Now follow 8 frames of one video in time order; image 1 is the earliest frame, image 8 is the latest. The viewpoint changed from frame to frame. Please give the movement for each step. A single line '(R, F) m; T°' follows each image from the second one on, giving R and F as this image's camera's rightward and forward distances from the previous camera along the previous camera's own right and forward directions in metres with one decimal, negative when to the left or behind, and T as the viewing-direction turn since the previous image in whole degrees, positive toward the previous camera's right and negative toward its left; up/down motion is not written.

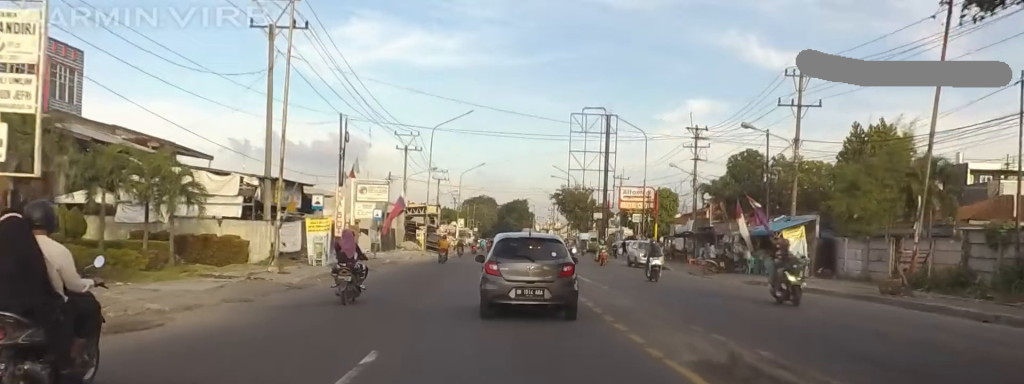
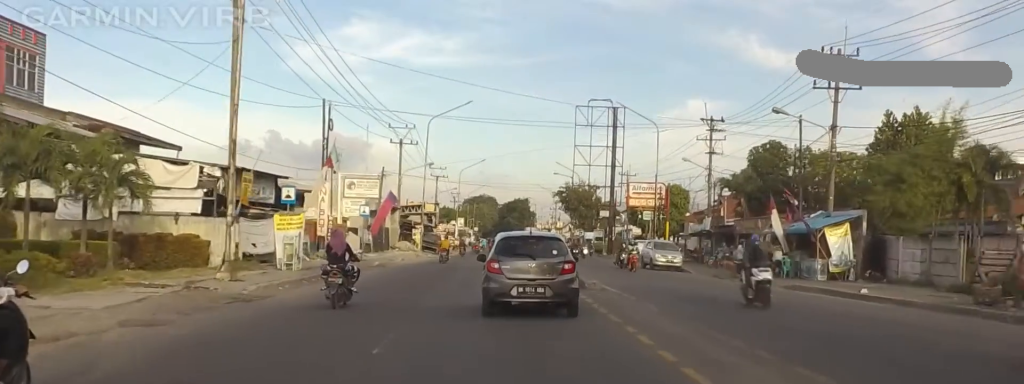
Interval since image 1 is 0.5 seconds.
(+0.8, +5.1) m; 0°
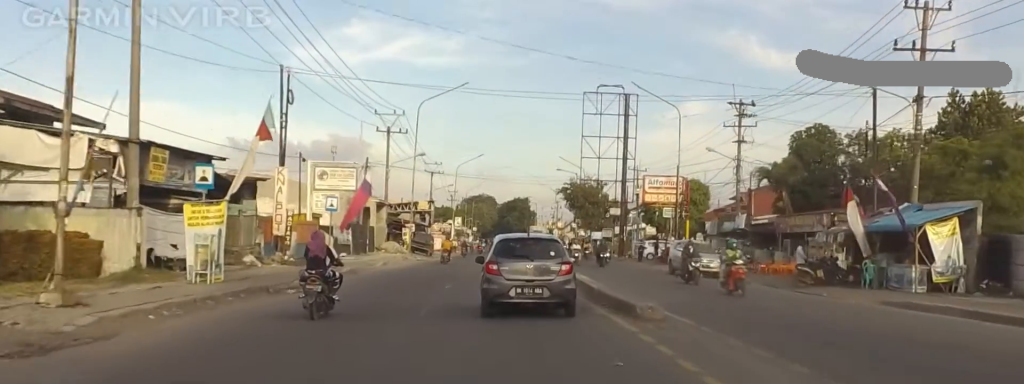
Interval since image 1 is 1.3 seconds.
(-0.6, +8.6) m; -5°
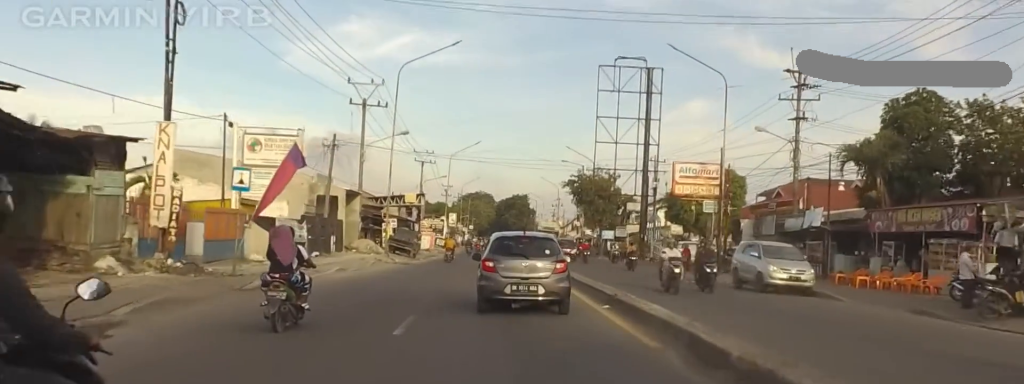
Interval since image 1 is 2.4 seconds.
(-0.7, +12.5) m; -3°
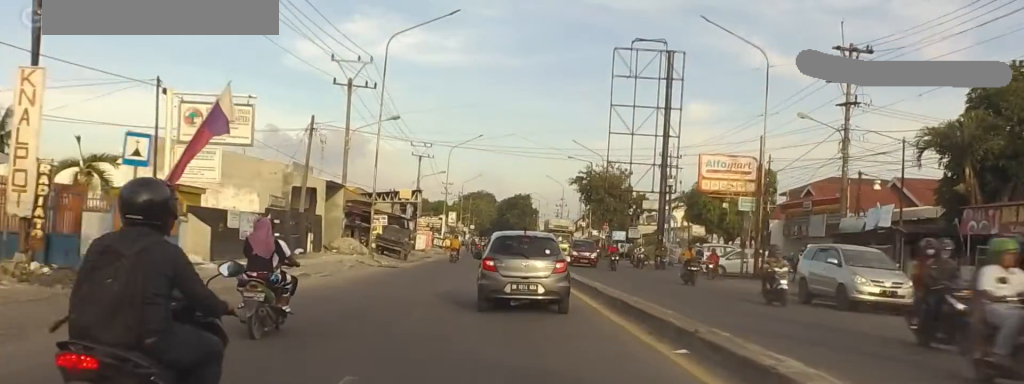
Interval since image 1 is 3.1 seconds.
(0.0, +6.9) m; 0°
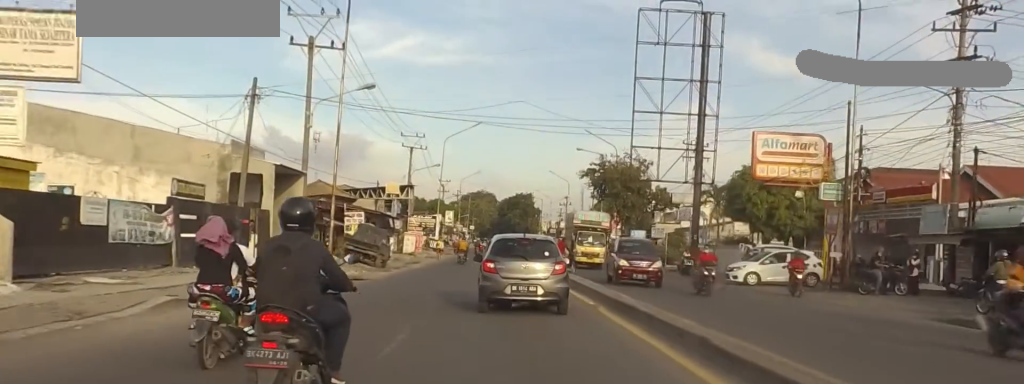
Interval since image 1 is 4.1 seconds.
(0.0, +11.0) m; 0°
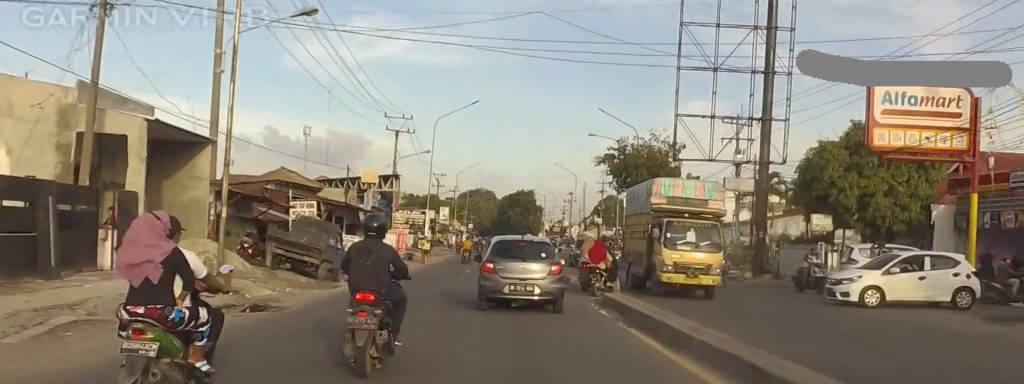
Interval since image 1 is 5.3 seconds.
(0.0, +13.9) m; 0°
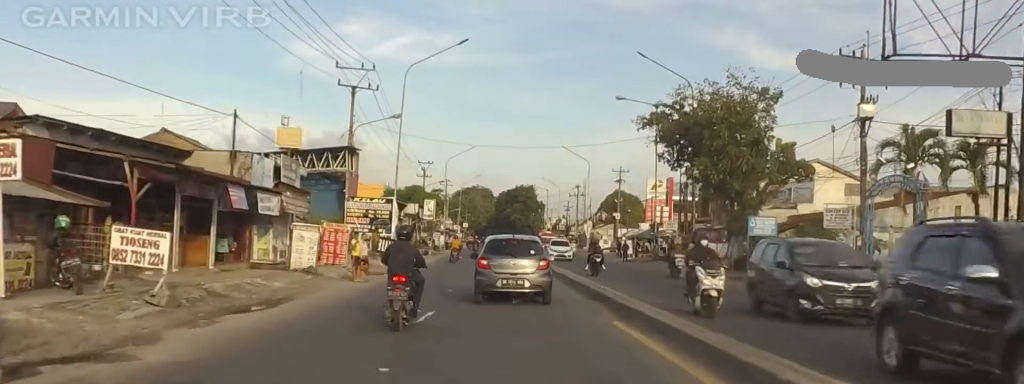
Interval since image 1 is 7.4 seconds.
(0.0, +23.8) m; 0°
